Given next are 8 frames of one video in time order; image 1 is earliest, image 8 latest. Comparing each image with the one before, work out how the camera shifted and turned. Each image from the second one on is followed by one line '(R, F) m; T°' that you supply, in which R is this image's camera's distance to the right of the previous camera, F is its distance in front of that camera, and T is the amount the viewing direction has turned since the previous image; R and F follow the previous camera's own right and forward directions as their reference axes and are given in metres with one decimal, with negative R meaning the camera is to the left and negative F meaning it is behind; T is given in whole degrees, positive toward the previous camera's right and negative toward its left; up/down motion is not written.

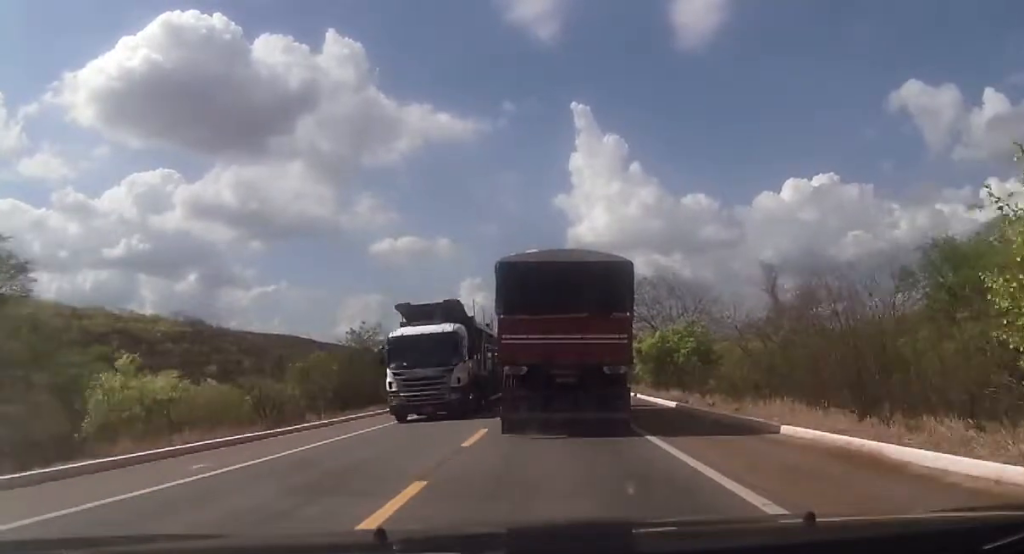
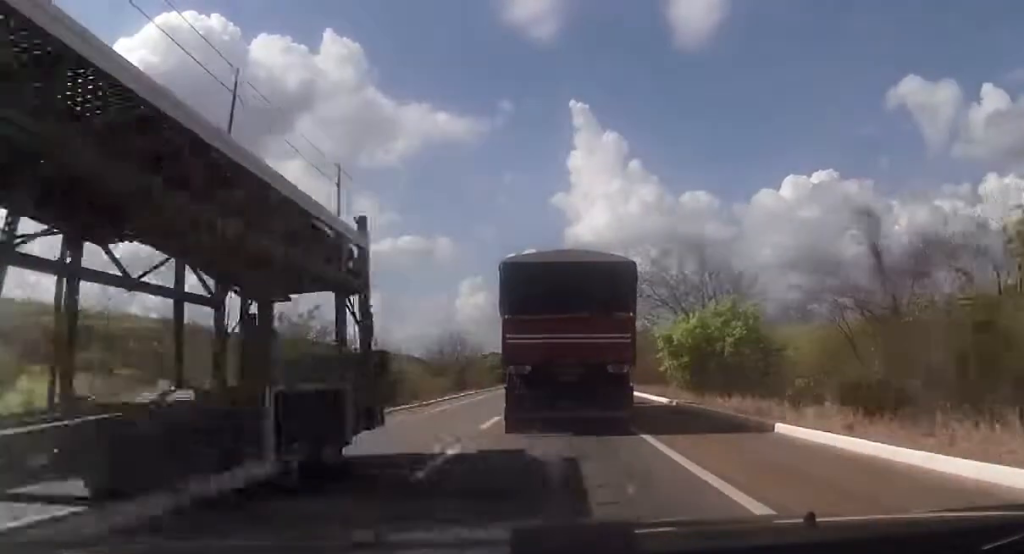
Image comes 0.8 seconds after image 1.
(+0.1, +12.0) m; 0°
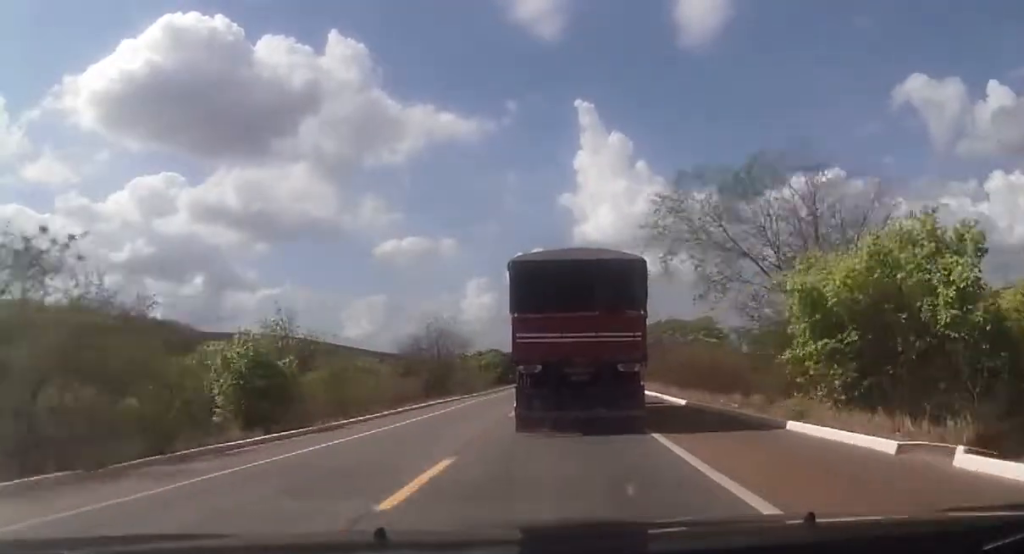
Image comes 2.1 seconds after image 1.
(-0.3, +19.2) m; 0°
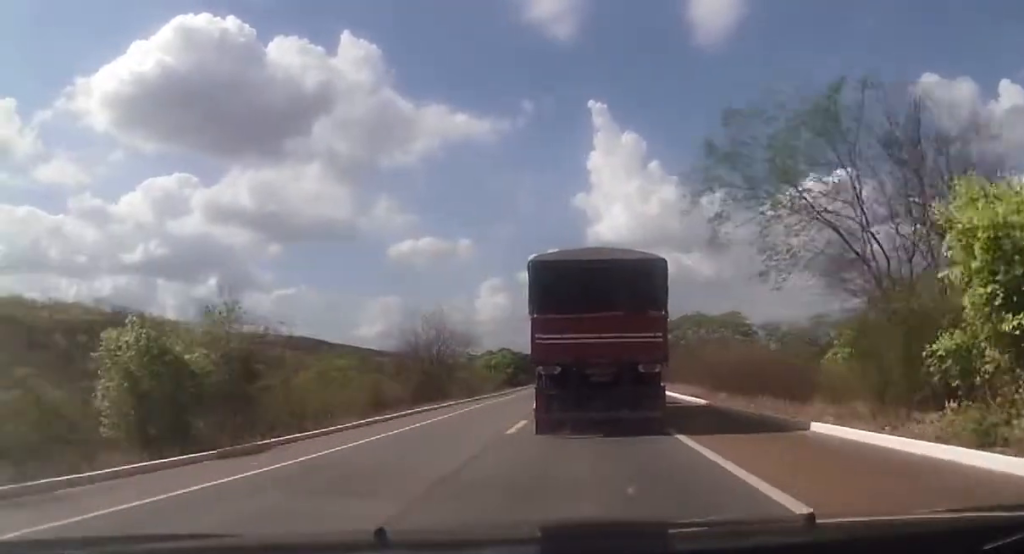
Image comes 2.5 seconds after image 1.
(+0.1, +7.2) m; +1°
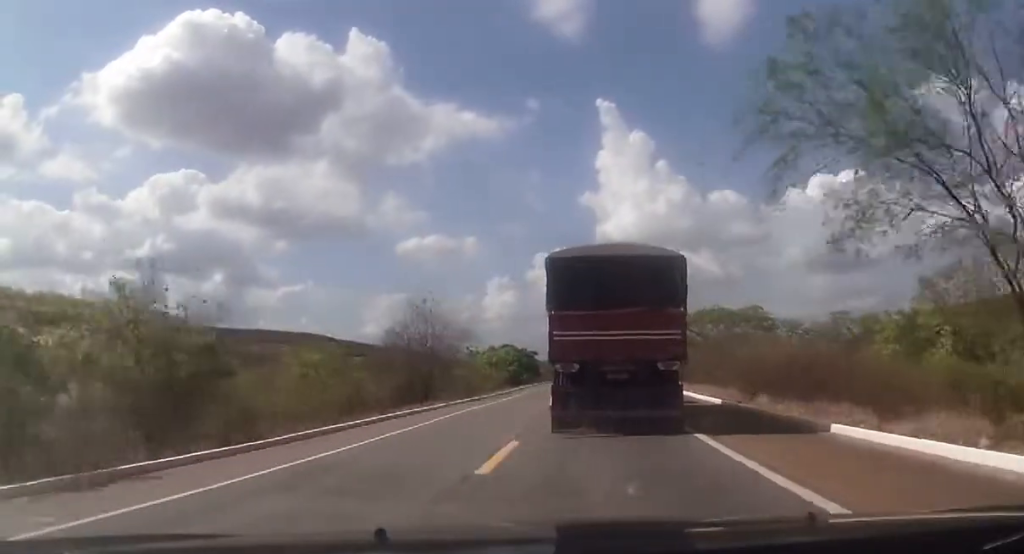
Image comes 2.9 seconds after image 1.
(+0.3, +6.2) m; 0°
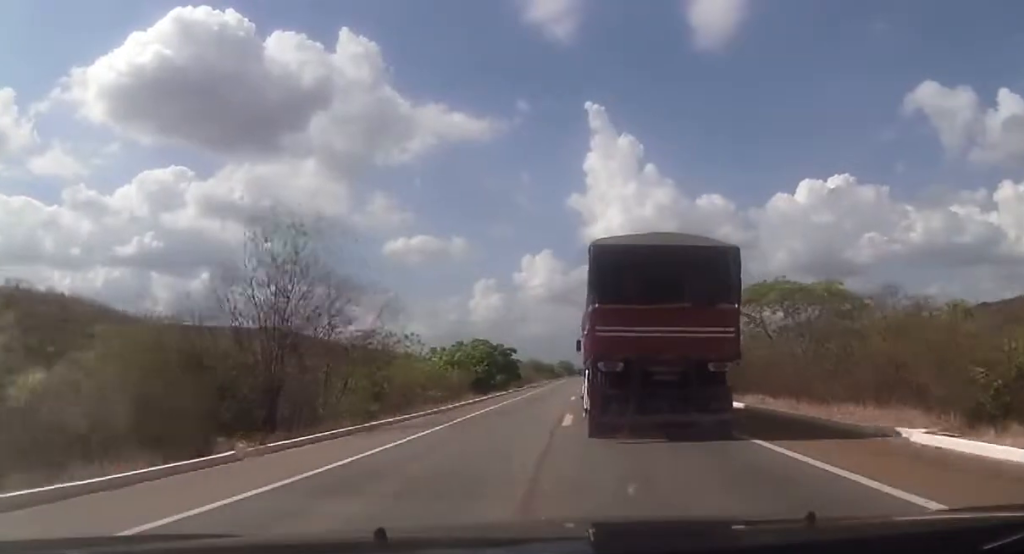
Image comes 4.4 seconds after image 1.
(-0.5, +23.6) m; -3°
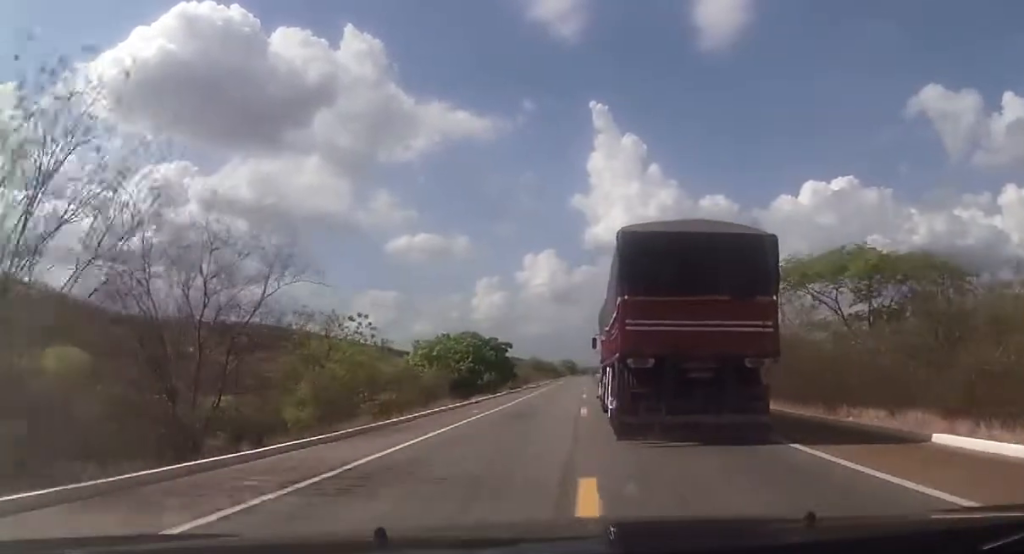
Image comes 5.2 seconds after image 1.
(-0.4, +12.9) m; 0°
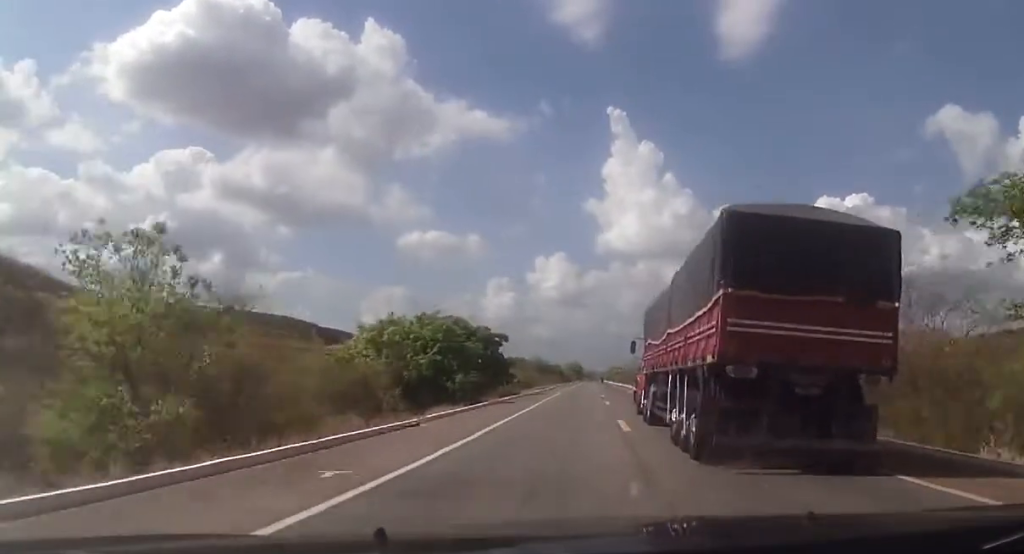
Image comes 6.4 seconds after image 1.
(+0.5, +18.5) m; +1°
